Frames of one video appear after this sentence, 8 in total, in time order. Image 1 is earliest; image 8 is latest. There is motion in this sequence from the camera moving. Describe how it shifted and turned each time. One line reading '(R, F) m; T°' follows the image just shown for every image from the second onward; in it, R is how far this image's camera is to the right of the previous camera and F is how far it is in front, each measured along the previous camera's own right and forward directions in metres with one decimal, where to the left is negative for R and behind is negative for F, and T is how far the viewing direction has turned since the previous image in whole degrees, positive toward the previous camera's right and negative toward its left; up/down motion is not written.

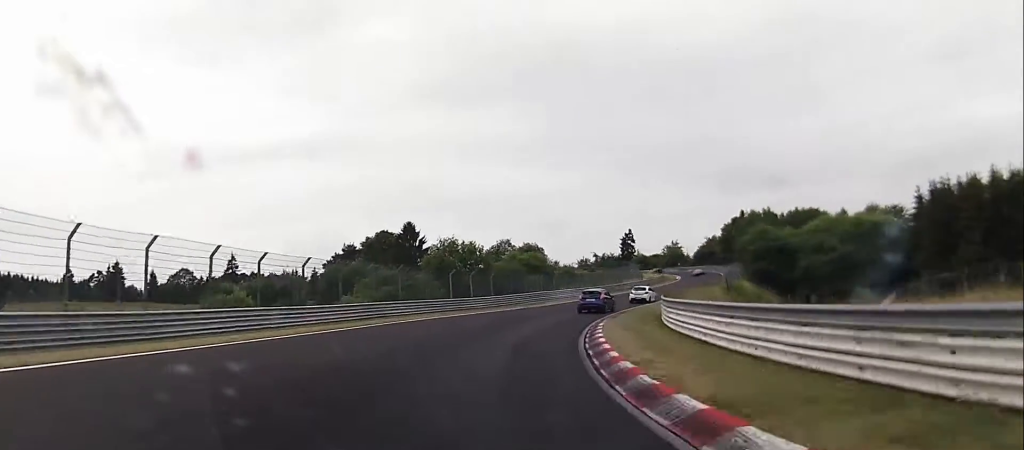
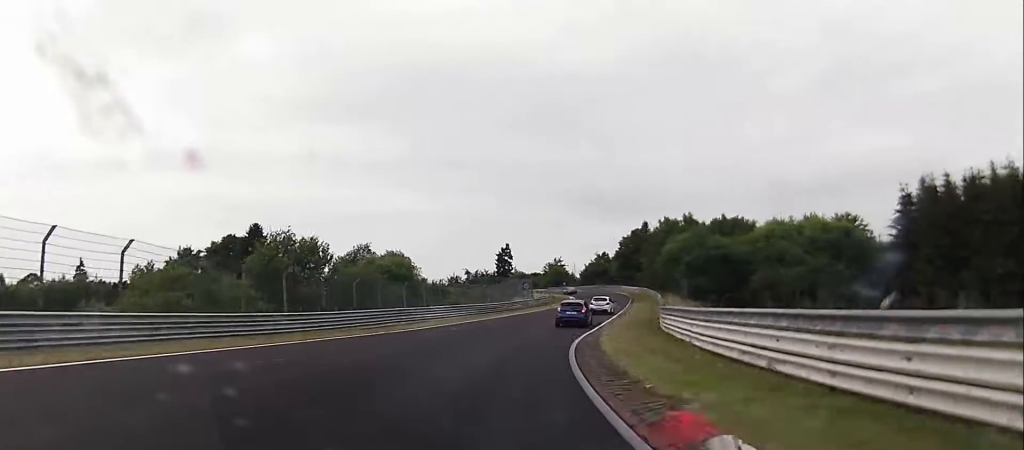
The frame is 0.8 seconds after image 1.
(+2.5, +22.2) m; +11°
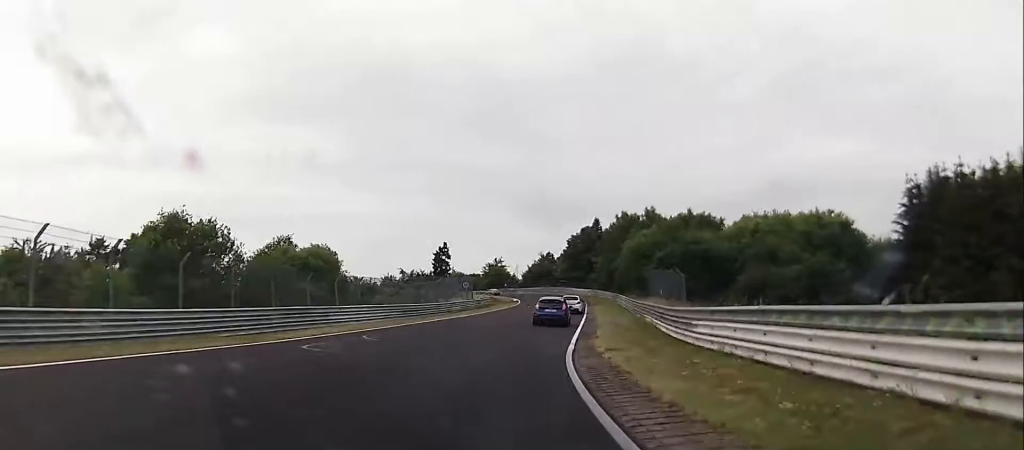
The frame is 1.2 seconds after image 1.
(+0.9, +11.0) m; +4°
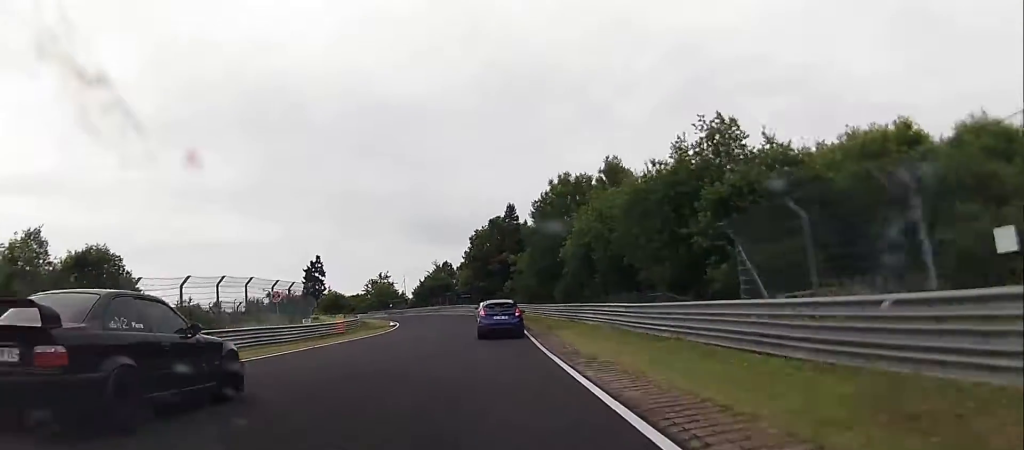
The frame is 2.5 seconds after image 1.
(+3.3, +34.3) m; +5°
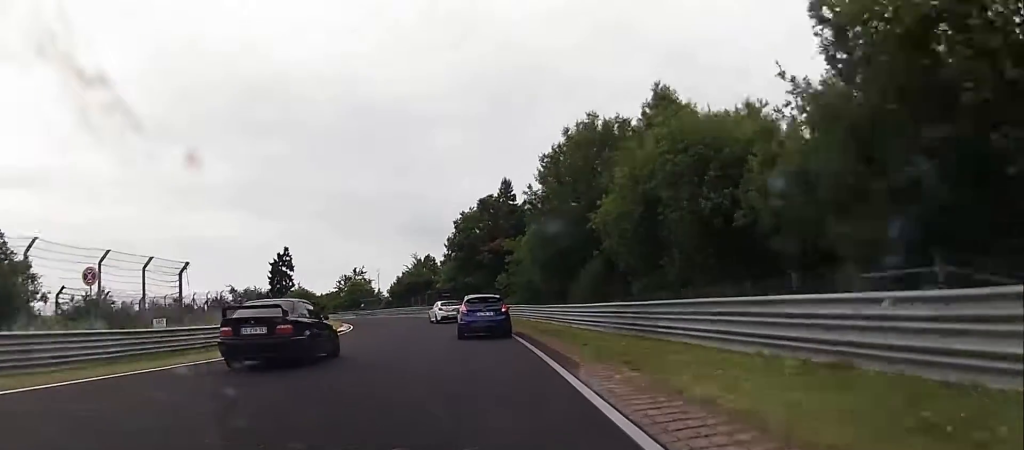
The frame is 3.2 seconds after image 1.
(+0.1, +17.3) m; -1°
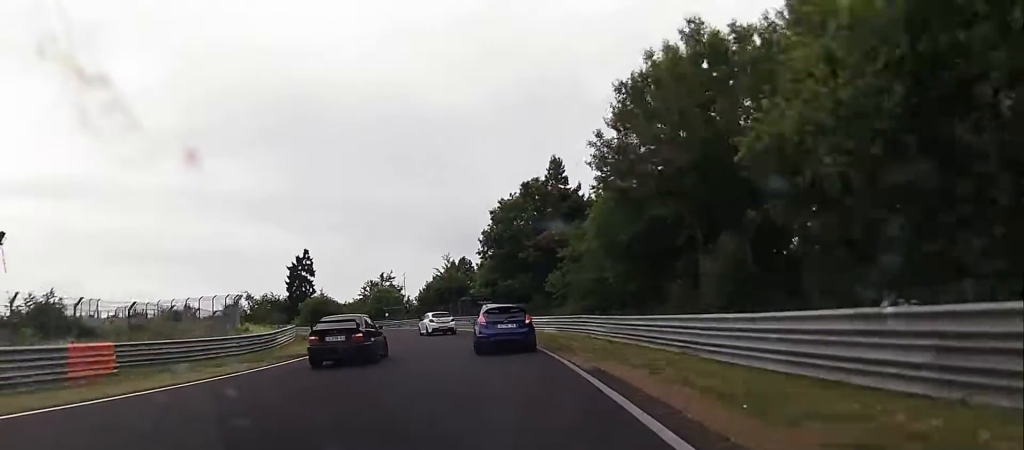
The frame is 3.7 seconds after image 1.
(-0.2, +13.6) m; -2°
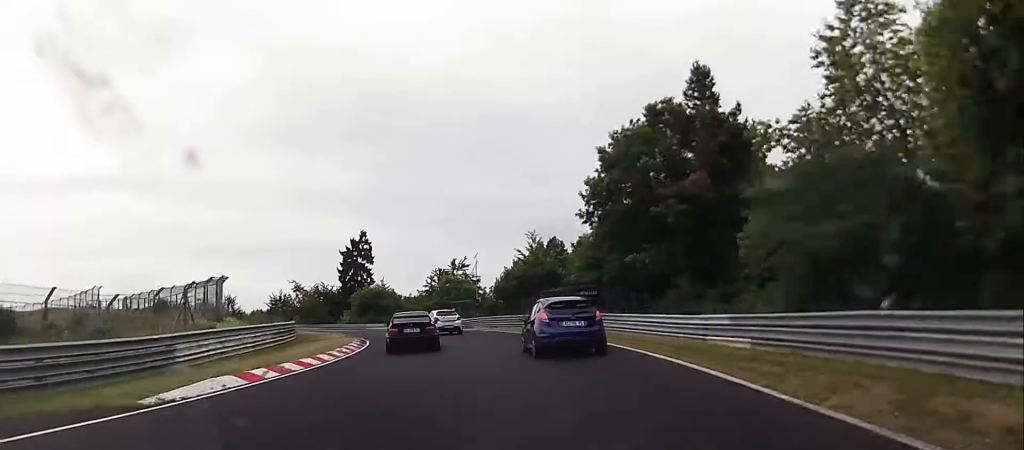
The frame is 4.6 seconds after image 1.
(-0.7, +19.9) m; -5°
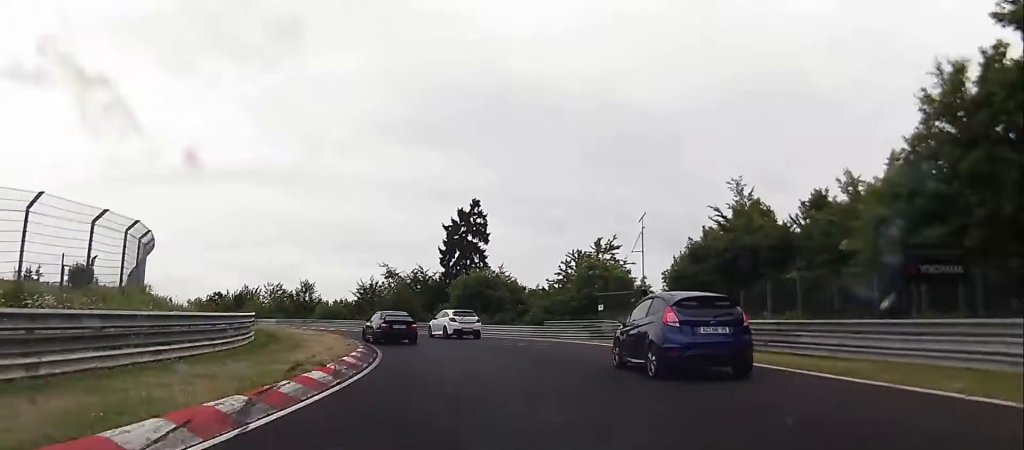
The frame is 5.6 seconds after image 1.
(-1.7, +25.2) m; -12°
